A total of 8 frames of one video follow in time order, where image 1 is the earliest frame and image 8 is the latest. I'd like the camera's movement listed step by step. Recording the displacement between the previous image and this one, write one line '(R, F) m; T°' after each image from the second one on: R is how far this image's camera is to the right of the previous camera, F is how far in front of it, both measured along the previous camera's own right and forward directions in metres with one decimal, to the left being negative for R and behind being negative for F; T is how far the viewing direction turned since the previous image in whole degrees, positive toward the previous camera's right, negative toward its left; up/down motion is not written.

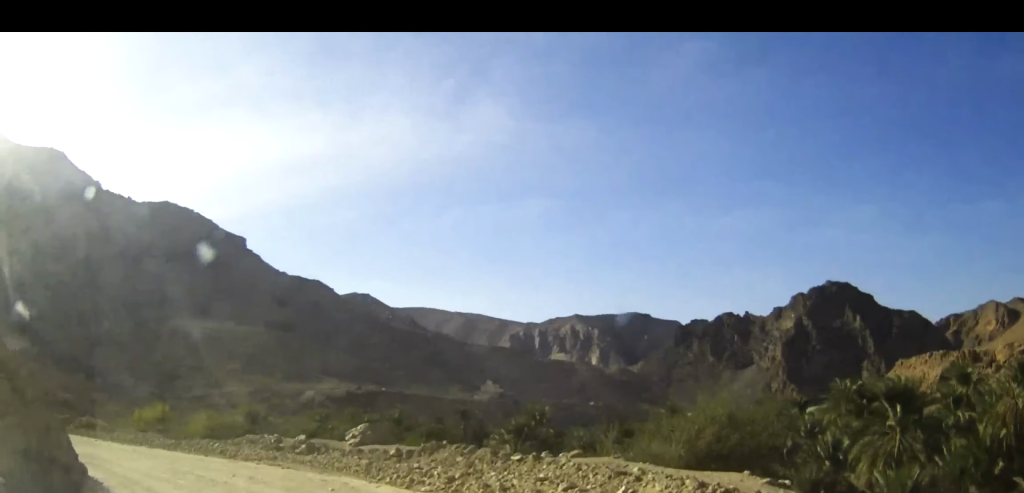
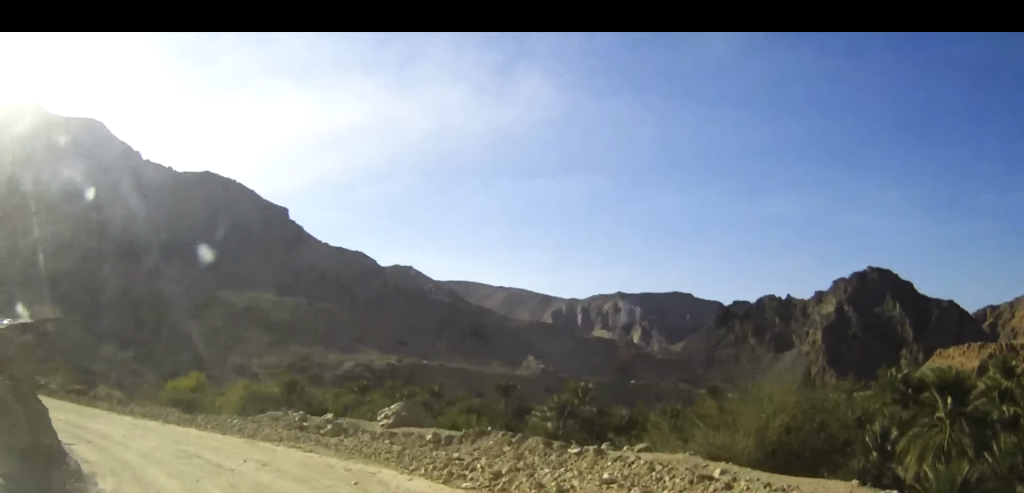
(0.0, +1.7) m; -4°
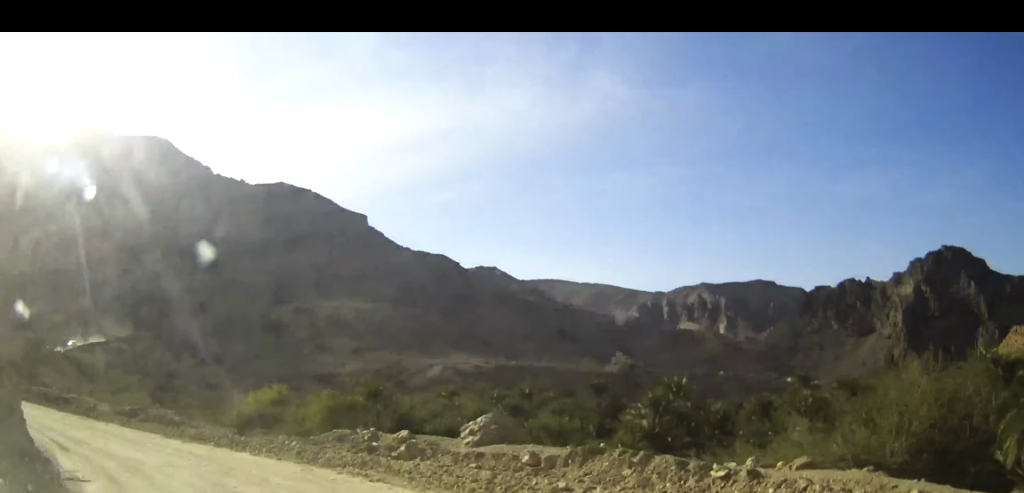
(-0.2, +2.3) m; -7°
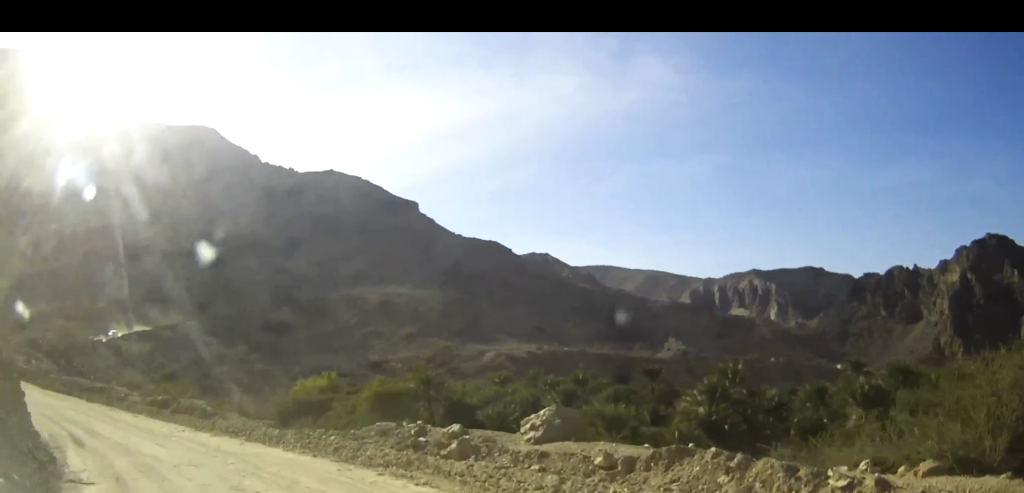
(0.0, +1.4) m; -4°
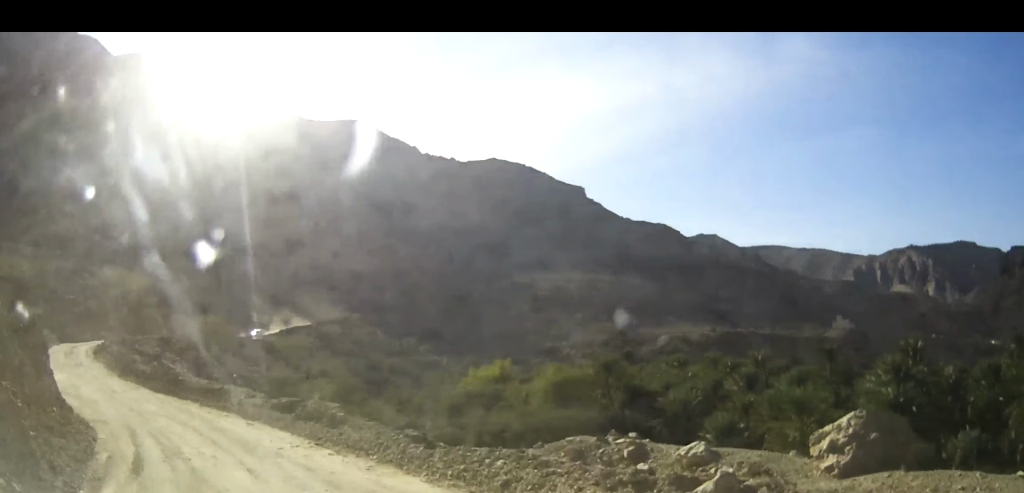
(-0.6, +4.3) m; -14°
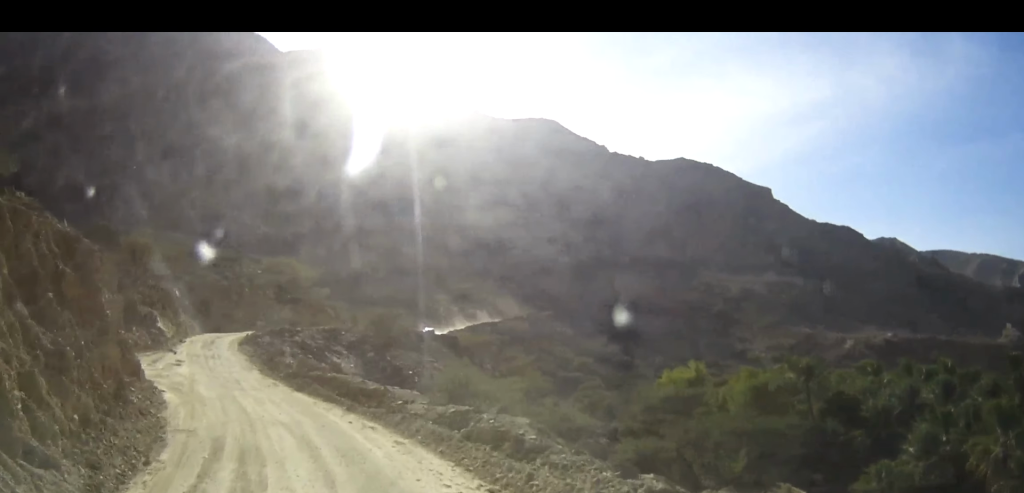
(-0.7, +5.0) m; -16°
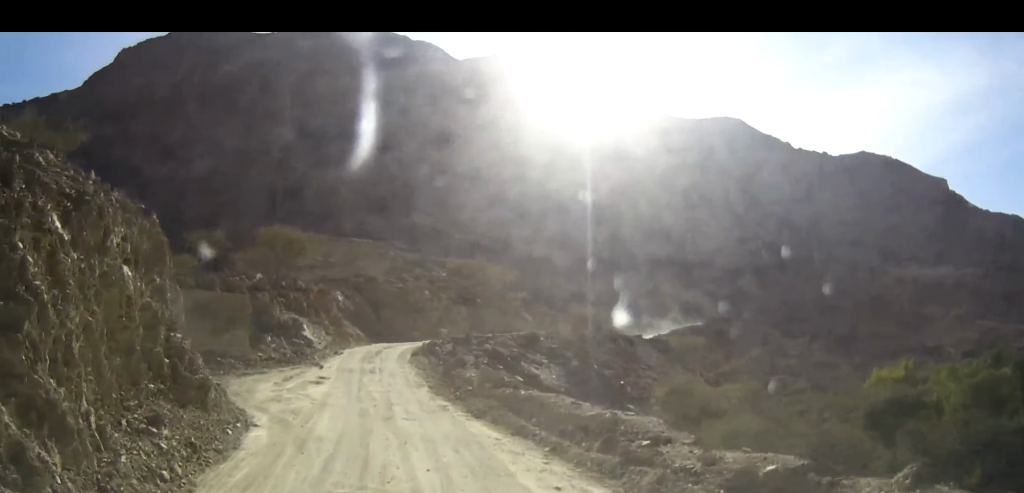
(-0.9, +6.7) m; -12°
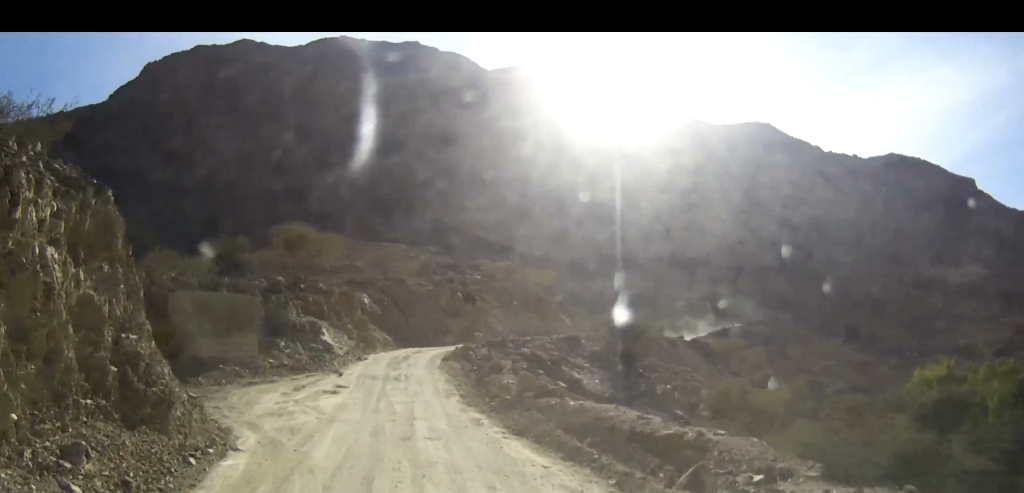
(-0.1, +2.5) m; -3°
